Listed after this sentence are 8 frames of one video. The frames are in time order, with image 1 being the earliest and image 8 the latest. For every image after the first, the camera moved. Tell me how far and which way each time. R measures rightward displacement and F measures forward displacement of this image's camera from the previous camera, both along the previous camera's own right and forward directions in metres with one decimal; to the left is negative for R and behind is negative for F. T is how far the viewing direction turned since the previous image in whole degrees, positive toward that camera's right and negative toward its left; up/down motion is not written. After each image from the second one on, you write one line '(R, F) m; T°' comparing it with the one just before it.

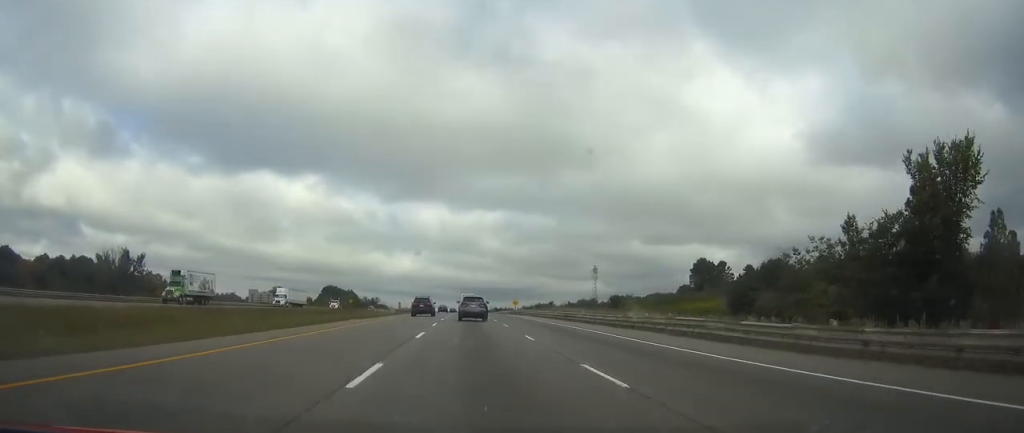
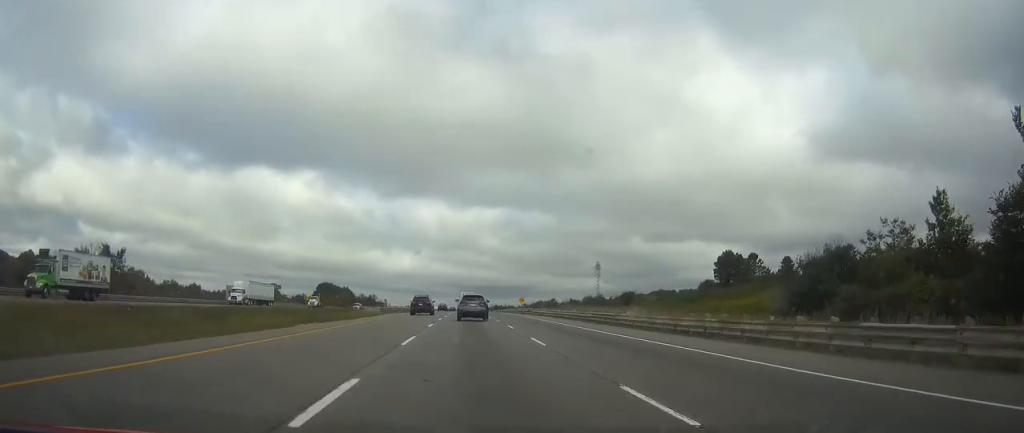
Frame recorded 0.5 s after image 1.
(0.0, +15.3) m; 0°
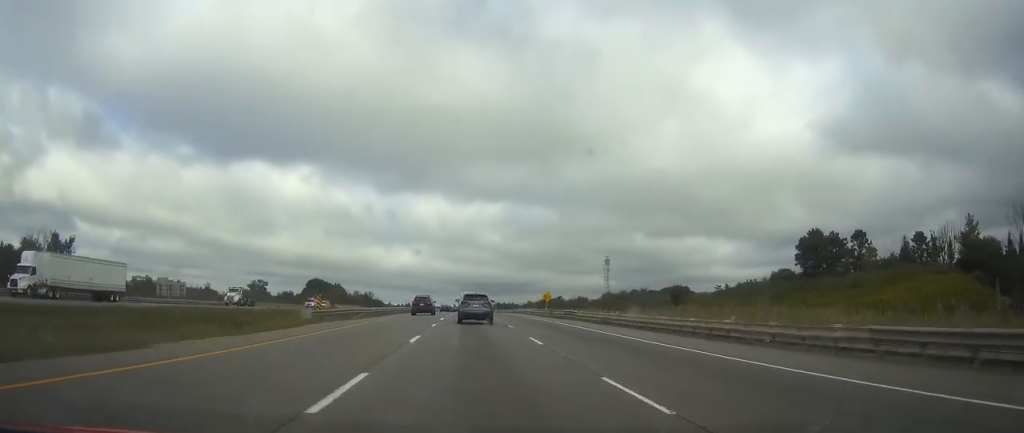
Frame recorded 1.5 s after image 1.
(+0.1, +35.0) m; 0°
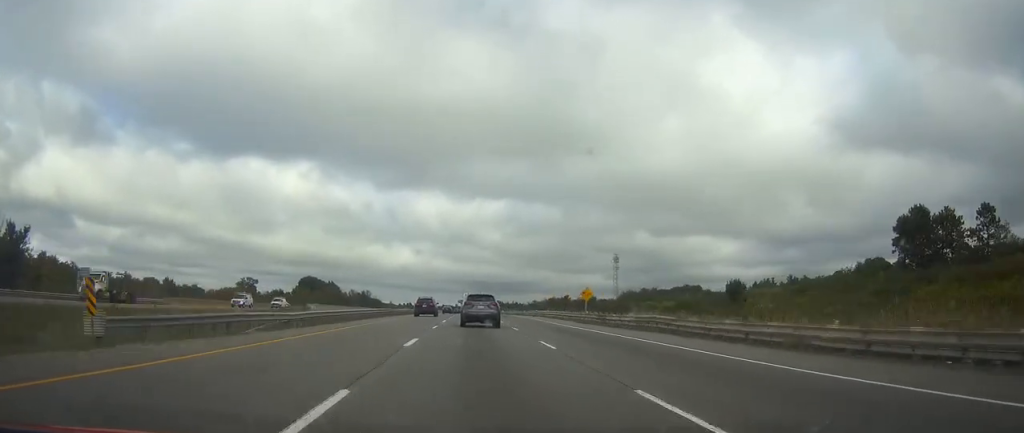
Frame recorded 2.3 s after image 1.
(-0.1, +26.2) m; 0°
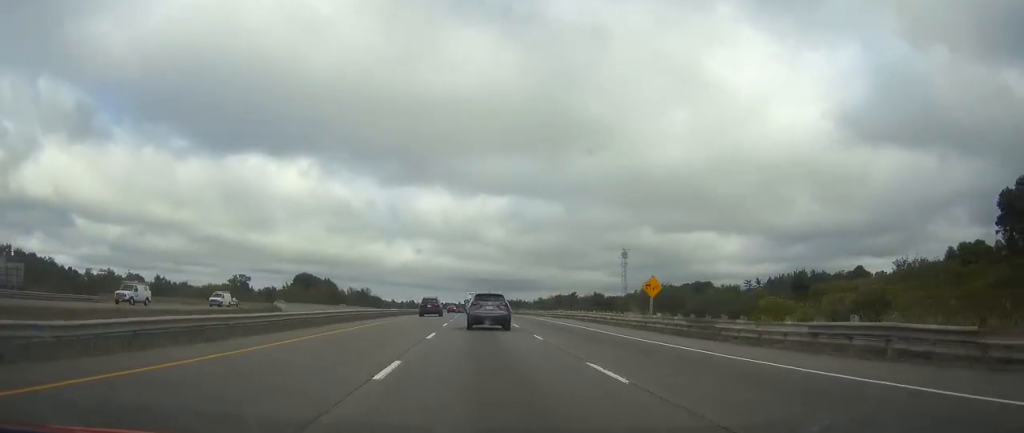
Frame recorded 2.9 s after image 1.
(0.0, +19.7) m; 0°
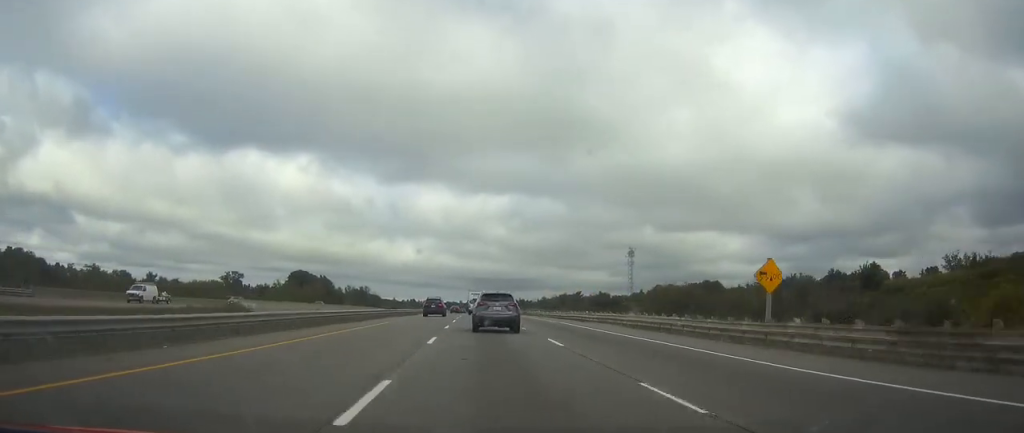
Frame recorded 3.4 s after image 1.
(0.0, +15.3) m; 0°
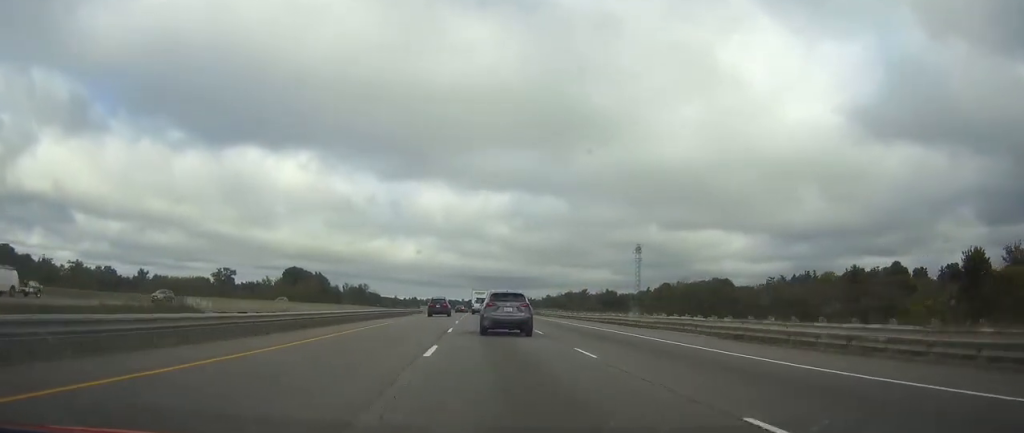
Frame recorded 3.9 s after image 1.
(0.0, +16.4) m; 0°
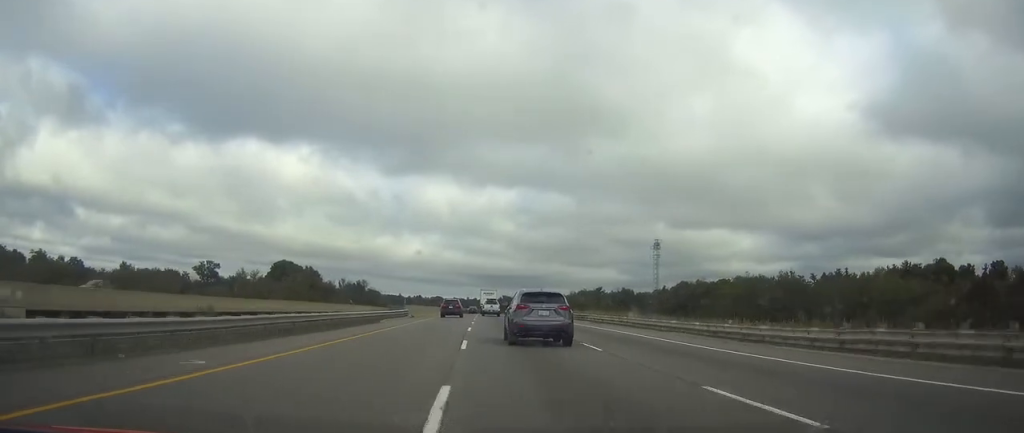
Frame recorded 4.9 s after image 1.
(-0.1, +33.0) m; 0°
